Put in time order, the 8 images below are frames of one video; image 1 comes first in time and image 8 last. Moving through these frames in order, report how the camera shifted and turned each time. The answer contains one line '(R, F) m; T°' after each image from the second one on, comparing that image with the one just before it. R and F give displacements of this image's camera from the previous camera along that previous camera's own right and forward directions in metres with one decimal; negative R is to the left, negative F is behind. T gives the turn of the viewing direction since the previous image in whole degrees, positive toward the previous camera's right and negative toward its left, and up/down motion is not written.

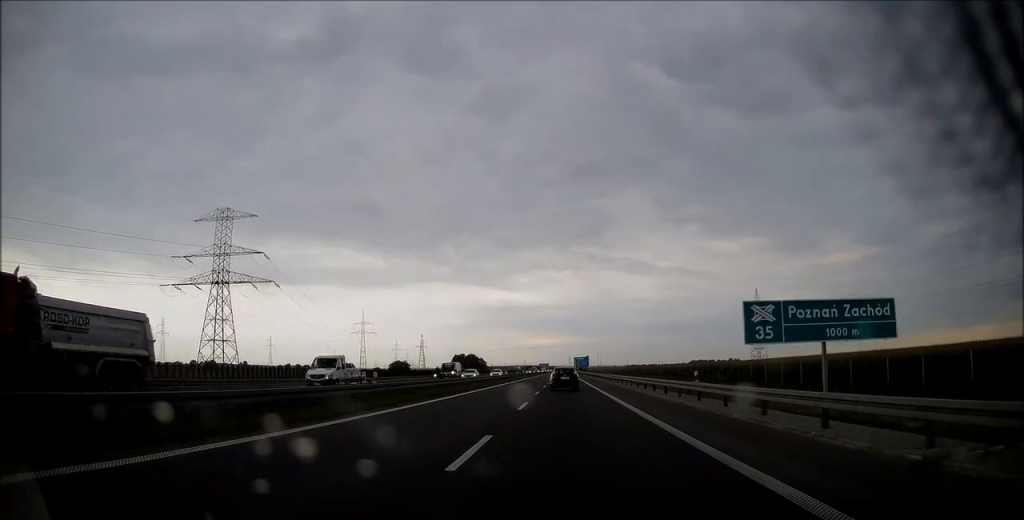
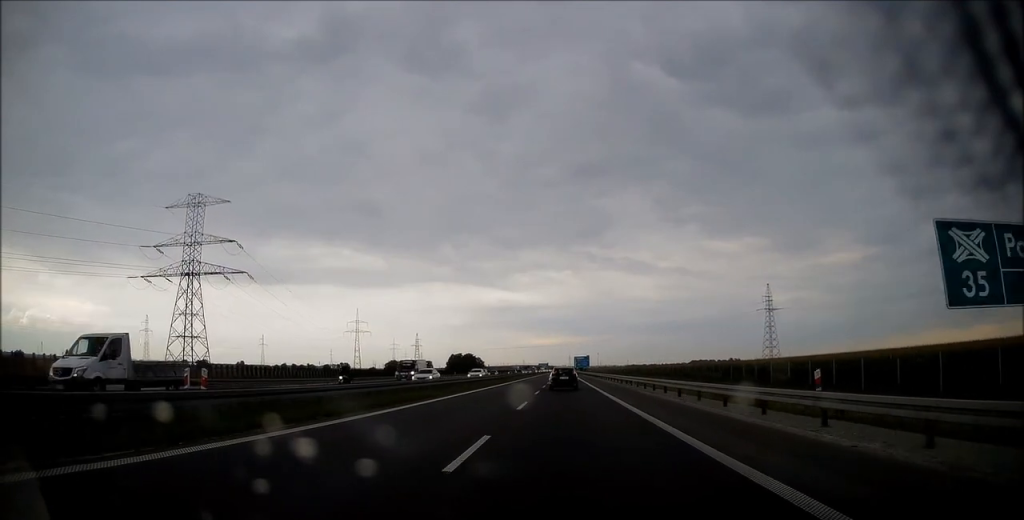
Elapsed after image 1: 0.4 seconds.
(+0.1, +12.0) m; 0°
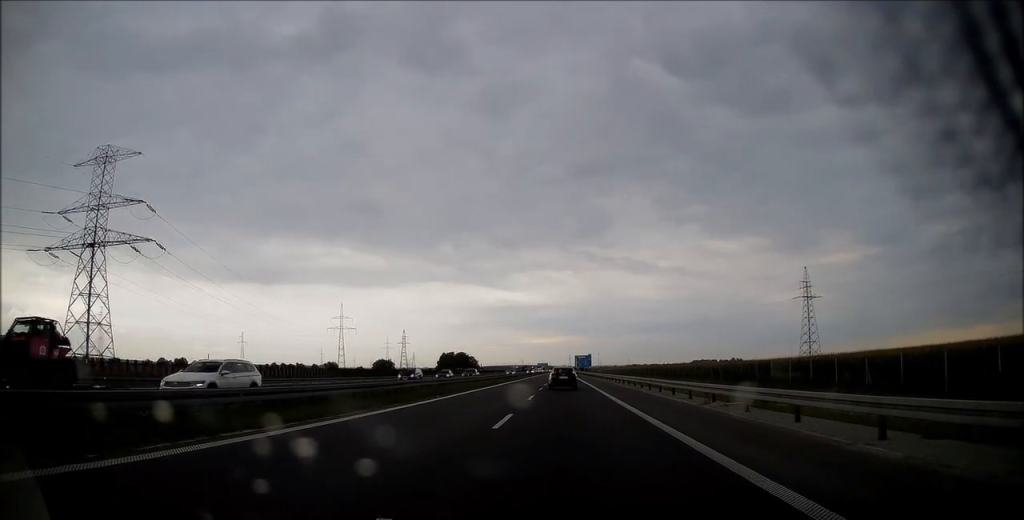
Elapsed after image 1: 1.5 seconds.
(+0.1, +29.6) m; 0°
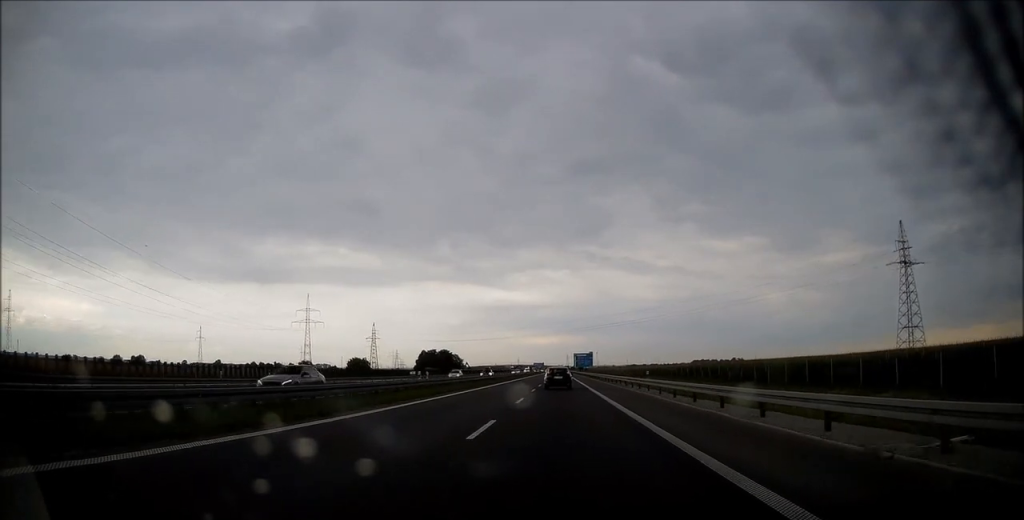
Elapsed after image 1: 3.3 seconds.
(-0.3, +51.2) m; 0°
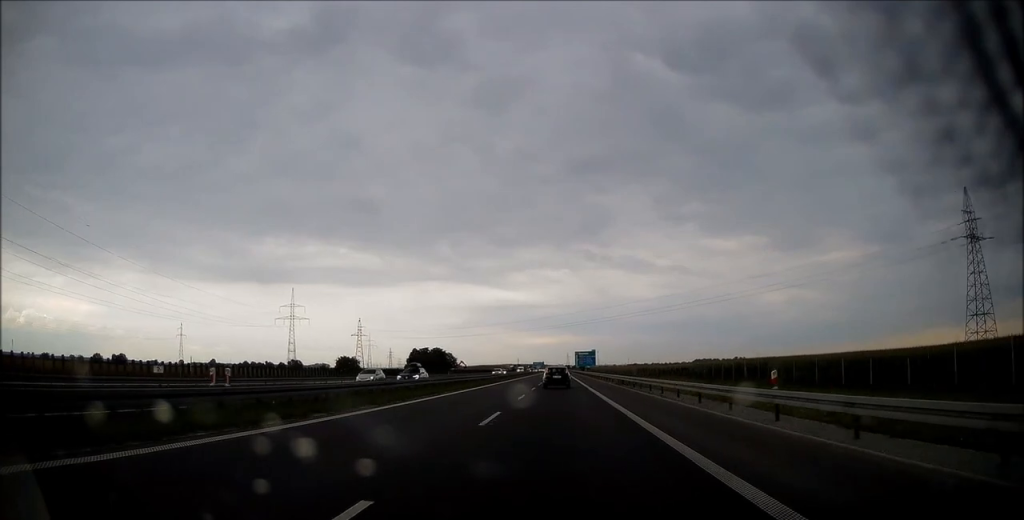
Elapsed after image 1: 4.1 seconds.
(+0.1, +20.6) m; 0°
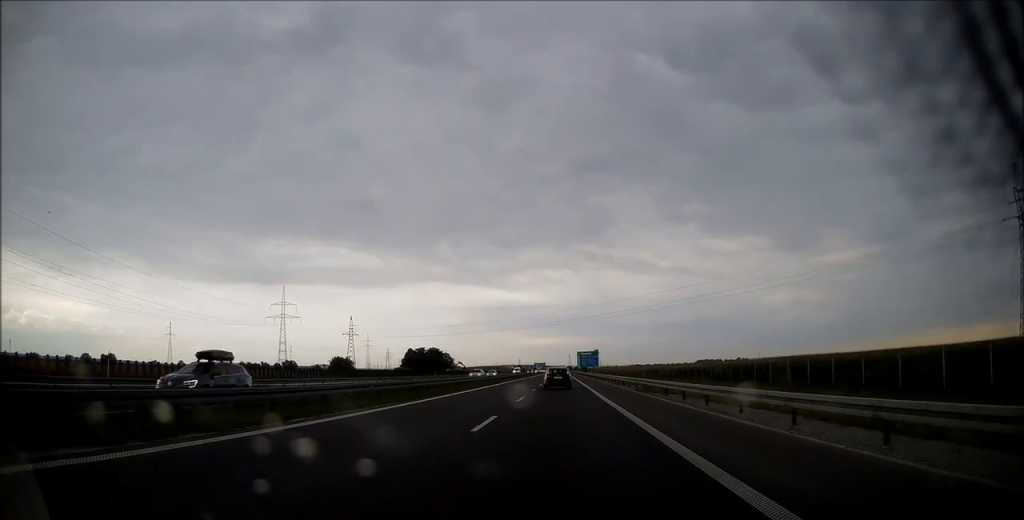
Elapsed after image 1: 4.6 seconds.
(0.0, +14.0) m; 0°
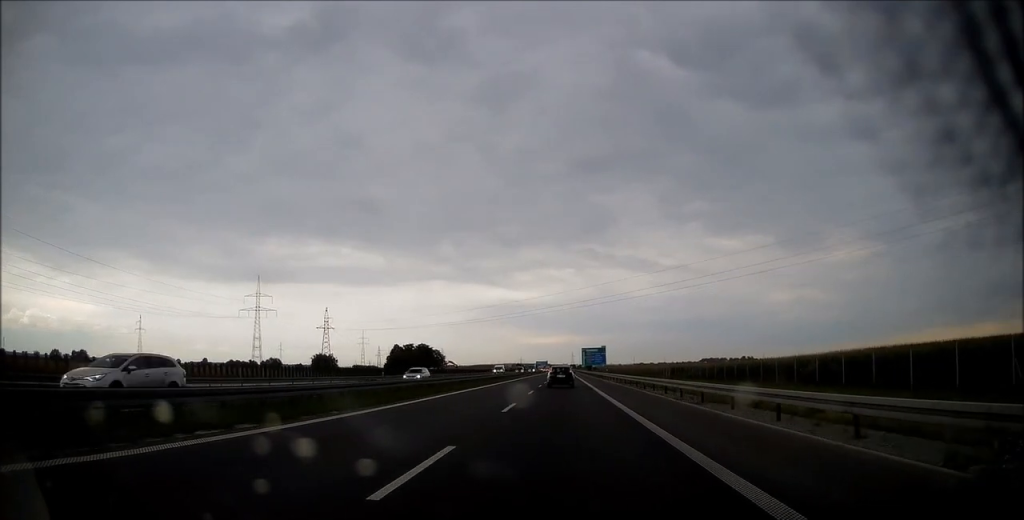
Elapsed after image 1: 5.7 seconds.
(0.0, +30.8) m; 0°
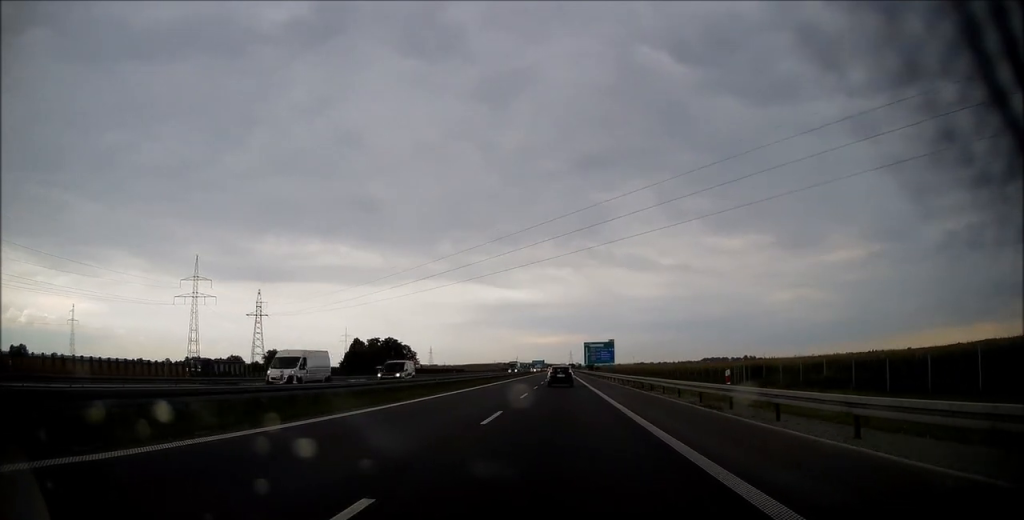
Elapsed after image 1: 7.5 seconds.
(+0.2, +52.1) m; +1°
